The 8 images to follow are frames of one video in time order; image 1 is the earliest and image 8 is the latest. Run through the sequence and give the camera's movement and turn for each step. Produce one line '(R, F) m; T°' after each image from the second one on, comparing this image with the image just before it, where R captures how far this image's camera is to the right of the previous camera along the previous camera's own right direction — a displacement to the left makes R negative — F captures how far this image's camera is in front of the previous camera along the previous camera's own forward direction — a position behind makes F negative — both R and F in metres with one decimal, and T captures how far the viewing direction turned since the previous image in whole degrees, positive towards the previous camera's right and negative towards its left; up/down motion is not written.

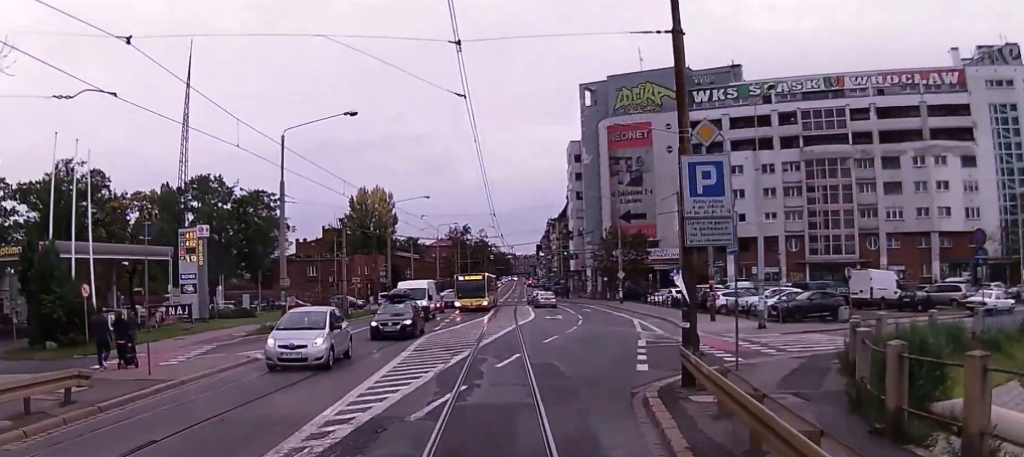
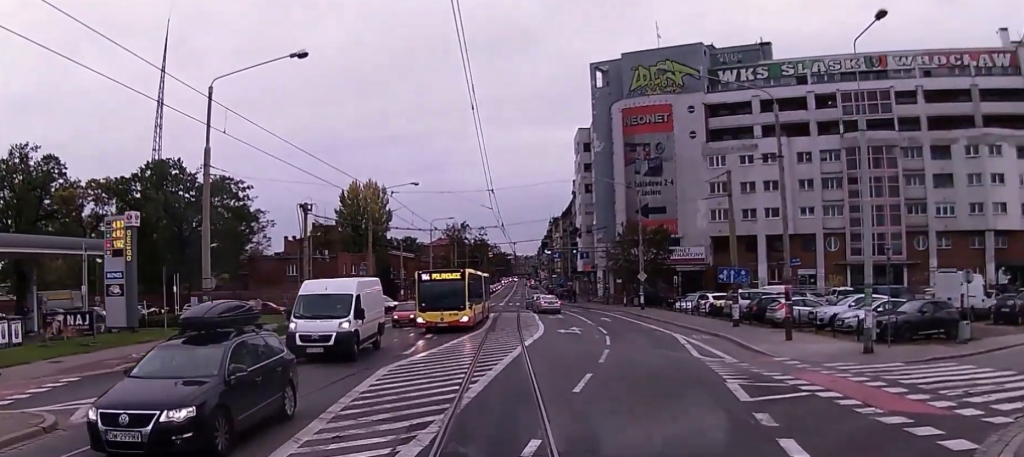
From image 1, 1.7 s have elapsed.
(+0.1, +10.1) m; 0°
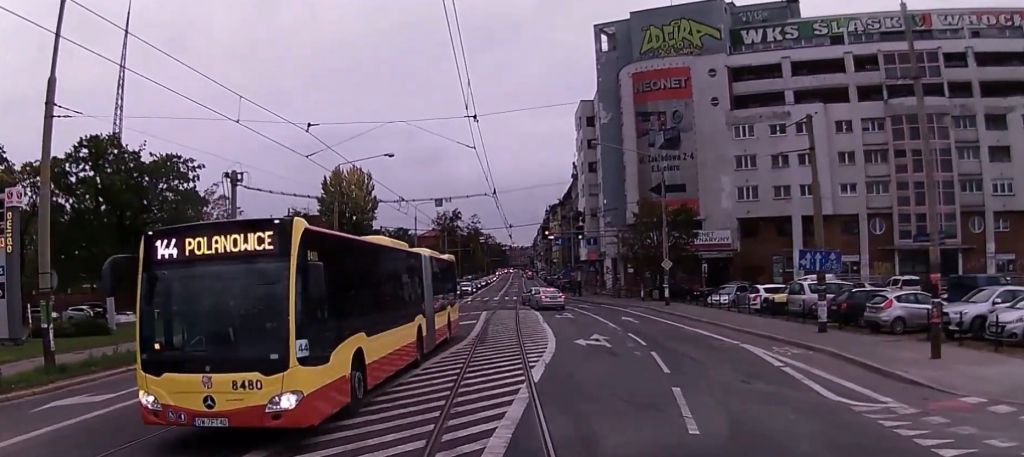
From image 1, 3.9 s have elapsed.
(-0.3, +10.7) m; -3°
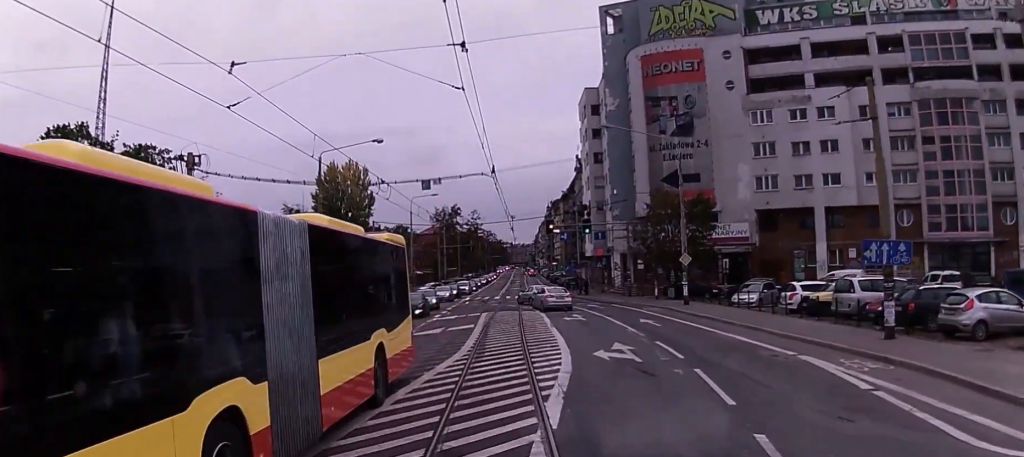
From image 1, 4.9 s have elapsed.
(0.0, +4.5) m; 0°
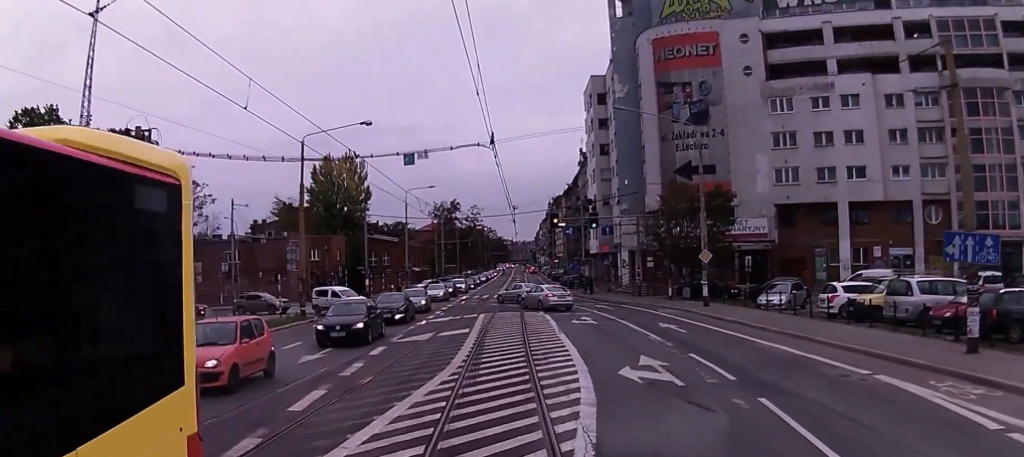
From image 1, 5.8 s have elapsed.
(0.0, +4.0) m; +1°
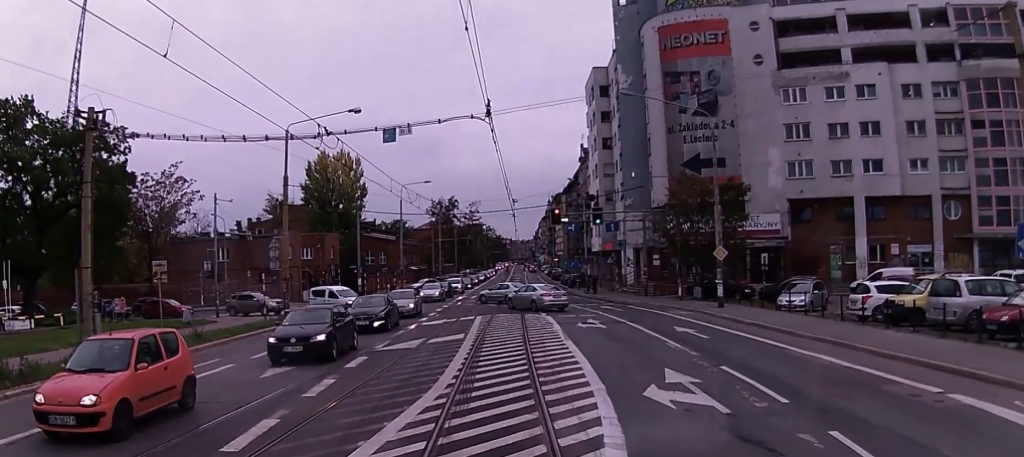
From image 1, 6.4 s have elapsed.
(0.0, +2.8) m; 0°
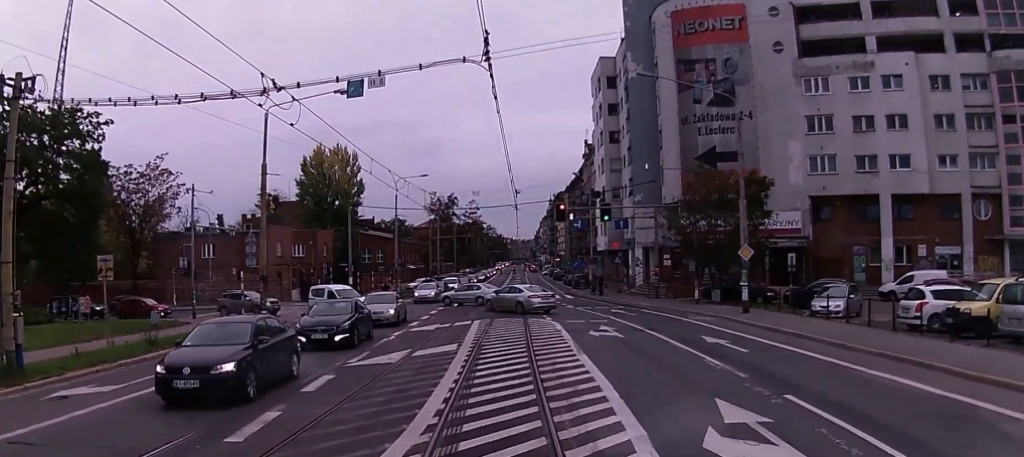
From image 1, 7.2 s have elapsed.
(+0.1, +3.6) m; -2°
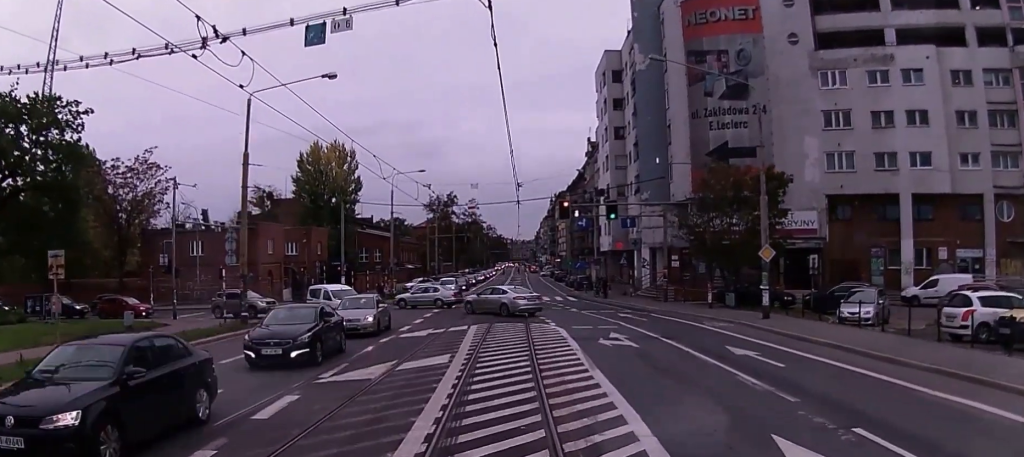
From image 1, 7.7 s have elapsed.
(-0.1, +2.6) m; 0°
